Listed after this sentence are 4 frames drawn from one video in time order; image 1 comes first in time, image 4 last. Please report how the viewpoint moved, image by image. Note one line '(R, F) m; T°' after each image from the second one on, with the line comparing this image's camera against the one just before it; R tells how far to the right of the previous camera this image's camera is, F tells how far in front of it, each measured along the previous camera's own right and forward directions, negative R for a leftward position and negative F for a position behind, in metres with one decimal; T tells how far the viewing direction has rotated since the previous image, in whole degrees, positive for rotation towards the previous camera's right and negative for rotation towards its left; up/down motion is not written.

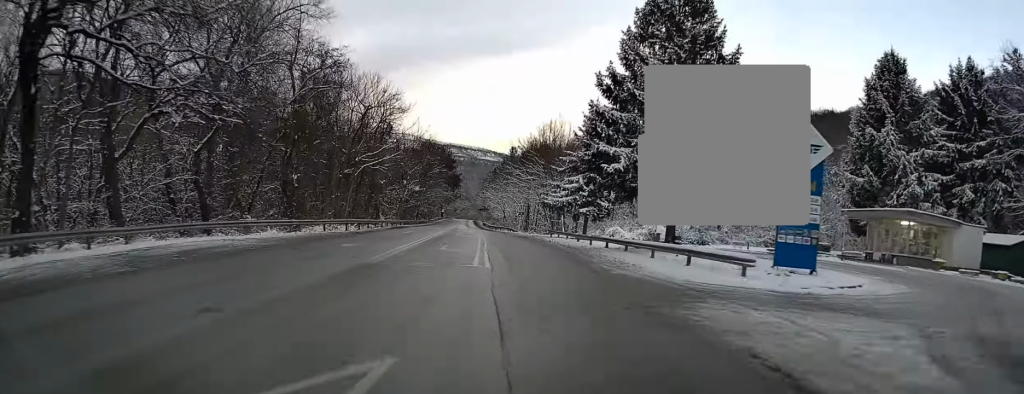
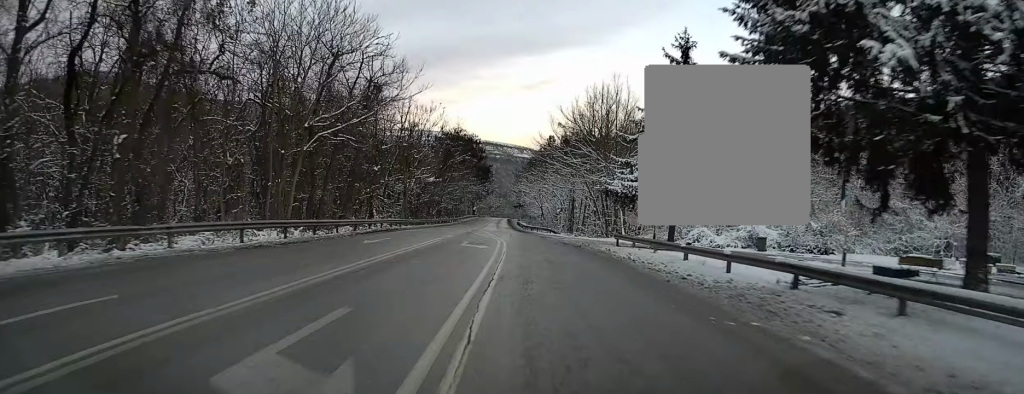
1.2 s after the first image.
(-0.4, +18.5) m; -2°
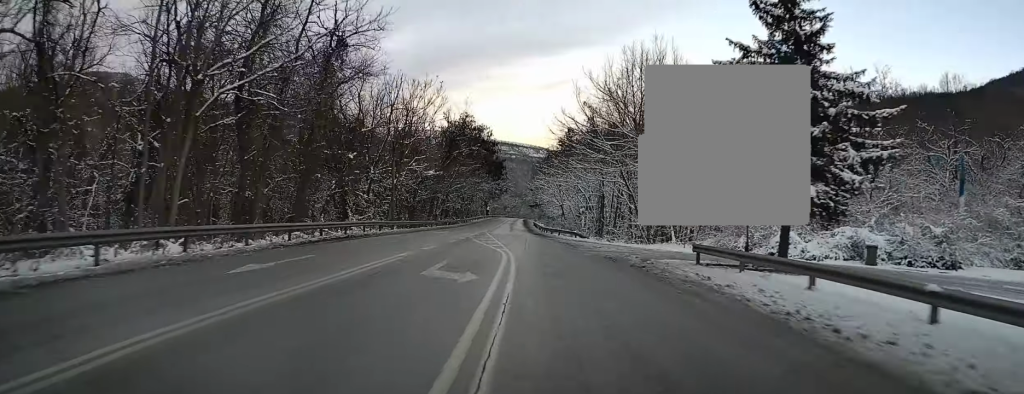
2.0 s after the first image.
(0.0, +12.1) m; -1°
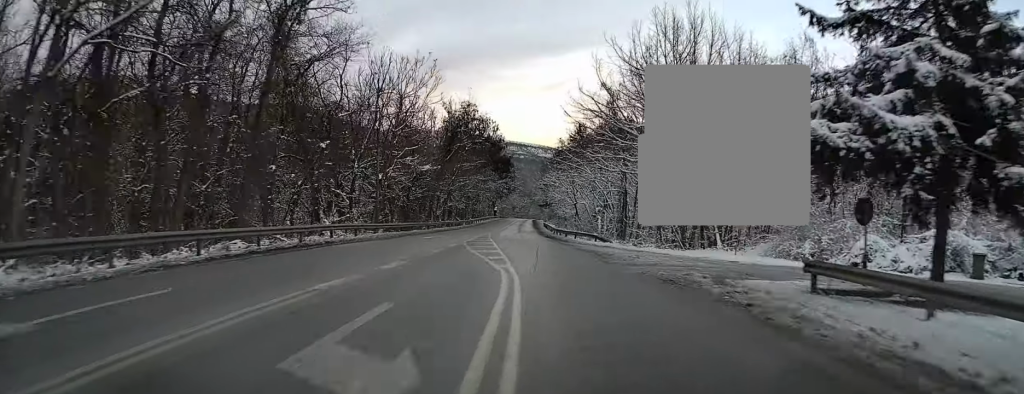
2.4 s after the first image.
(0.0, +7.4) m; -1°
